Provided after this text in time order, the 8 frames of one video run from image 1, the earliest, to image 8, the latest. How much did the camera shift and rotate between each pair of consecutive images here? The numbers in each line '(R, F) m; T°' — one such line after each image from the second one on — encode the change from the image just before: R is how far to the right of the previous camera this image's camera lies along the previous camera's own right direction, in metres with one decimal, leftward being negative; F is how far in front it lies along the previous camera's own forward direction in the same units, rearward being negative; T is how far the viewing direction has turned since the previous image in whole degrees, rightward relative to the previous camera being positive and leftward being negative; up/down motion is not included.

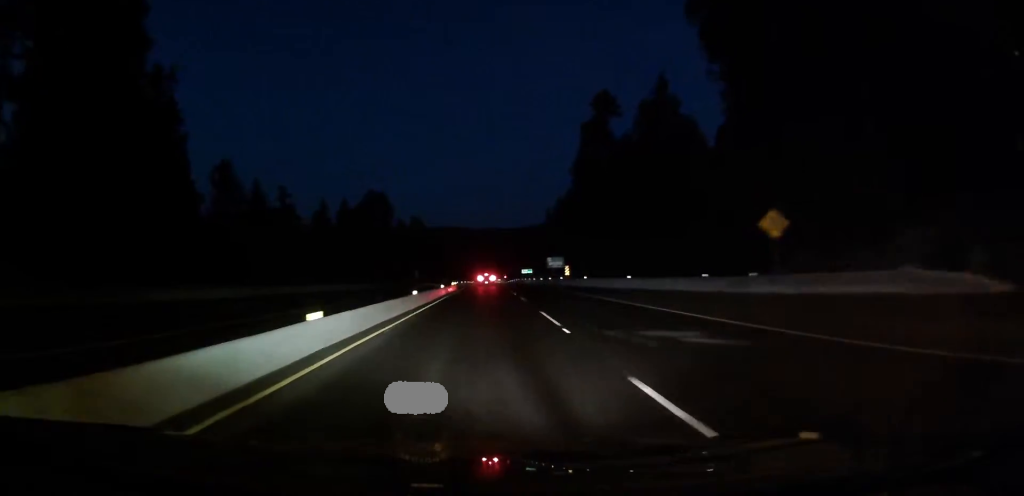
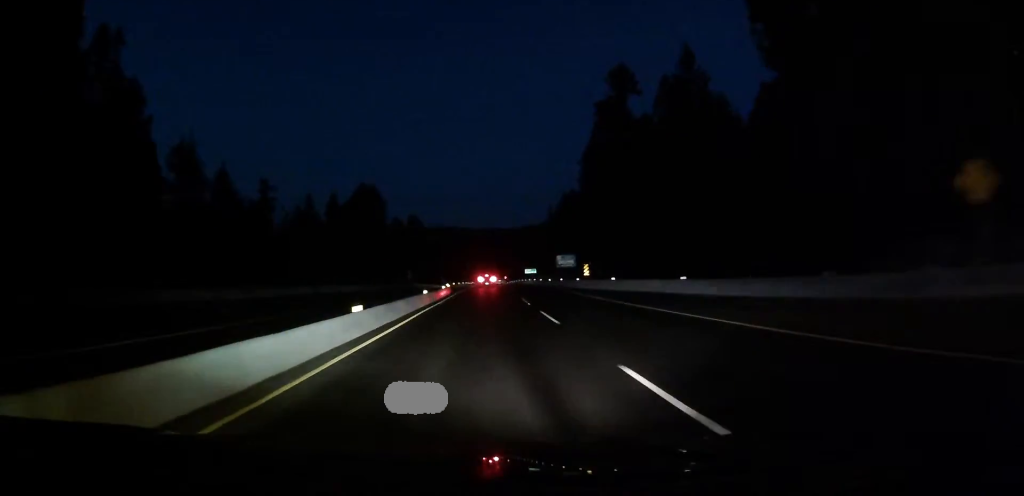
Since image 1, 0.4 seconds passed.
(+0.2, +12.0) m; 0°
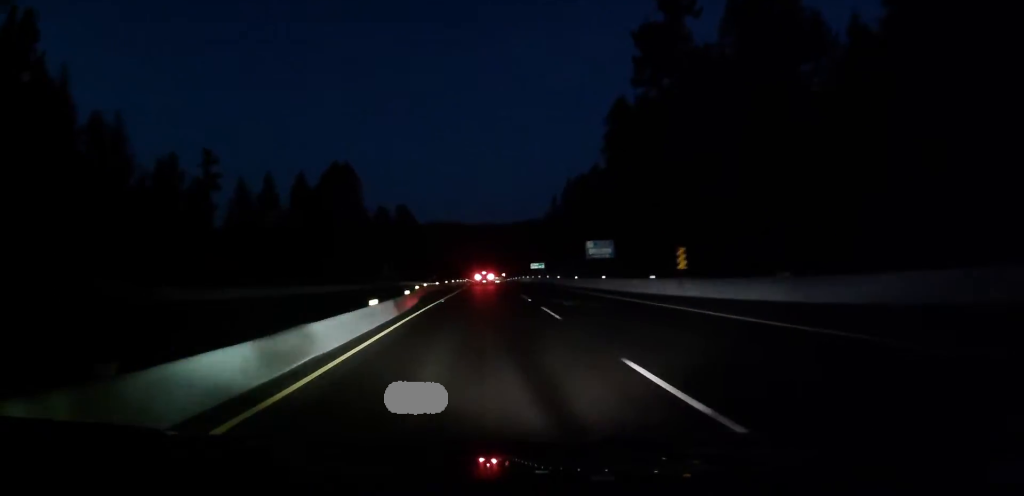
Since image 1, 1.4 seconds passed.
(-0.1, +25.6) m; 0°
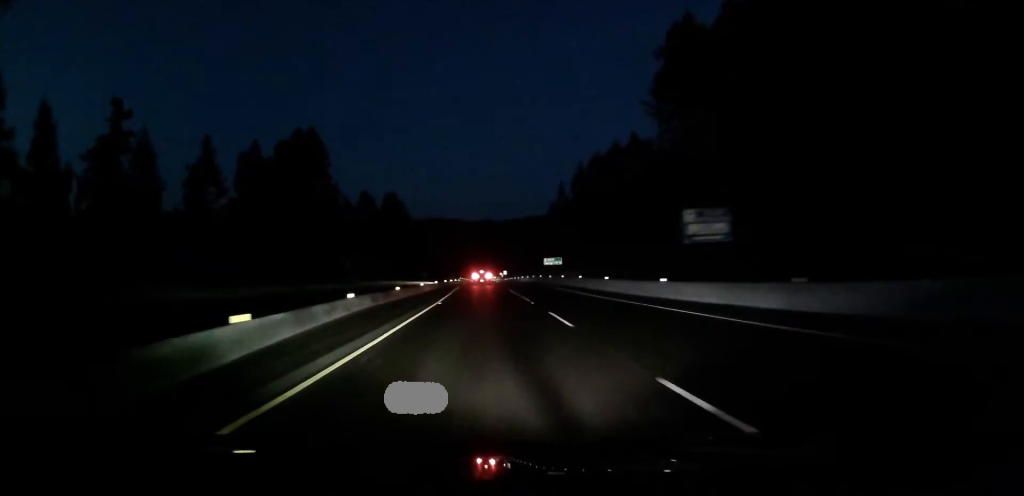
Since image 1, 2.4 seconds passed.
(-0.1, +27.5) m; -1°
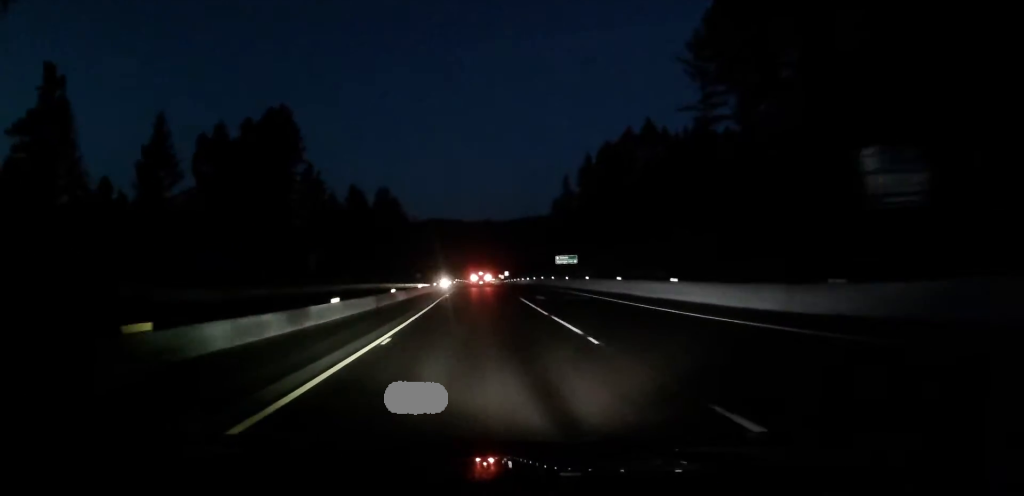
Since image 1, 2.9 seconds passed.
(-0.1, +14.7) m; 0°
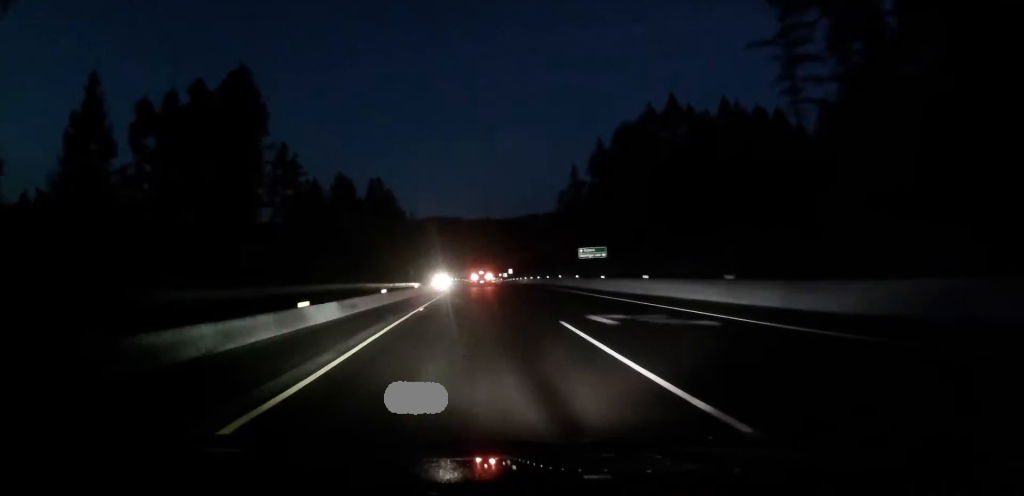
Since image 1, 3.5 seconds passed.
(-0.2, +16.5) m; 0°
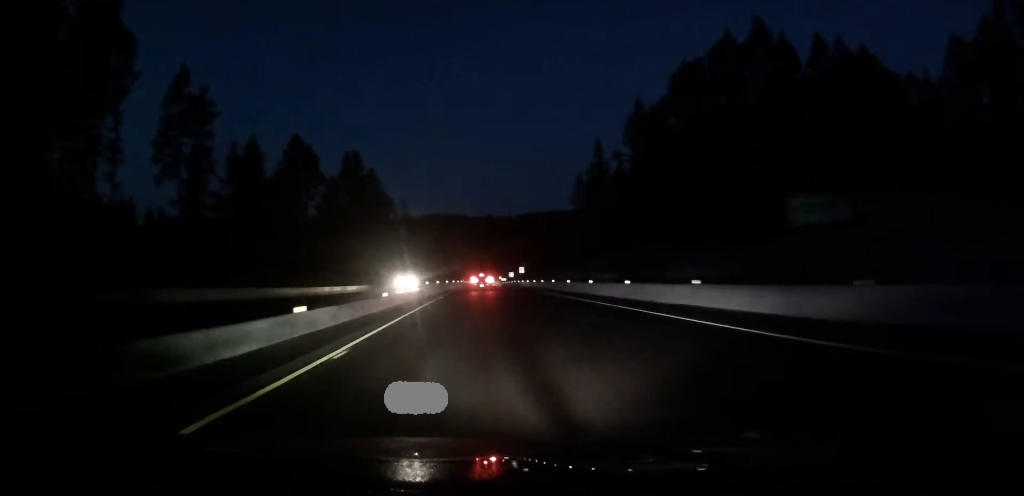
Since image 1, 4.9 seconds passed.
(+0.2, +38.2) m; 0°
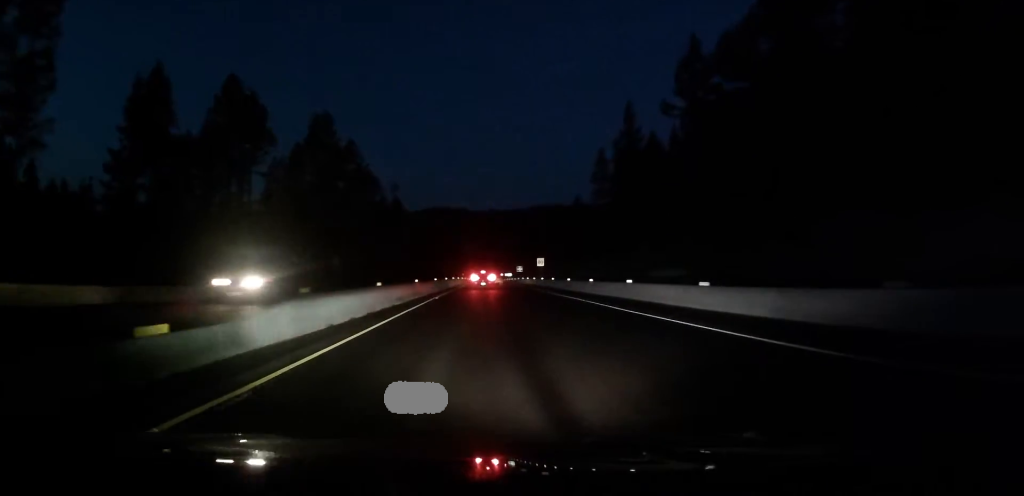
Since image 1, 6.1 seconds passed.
(+0.1, +31.8) m; +1°
